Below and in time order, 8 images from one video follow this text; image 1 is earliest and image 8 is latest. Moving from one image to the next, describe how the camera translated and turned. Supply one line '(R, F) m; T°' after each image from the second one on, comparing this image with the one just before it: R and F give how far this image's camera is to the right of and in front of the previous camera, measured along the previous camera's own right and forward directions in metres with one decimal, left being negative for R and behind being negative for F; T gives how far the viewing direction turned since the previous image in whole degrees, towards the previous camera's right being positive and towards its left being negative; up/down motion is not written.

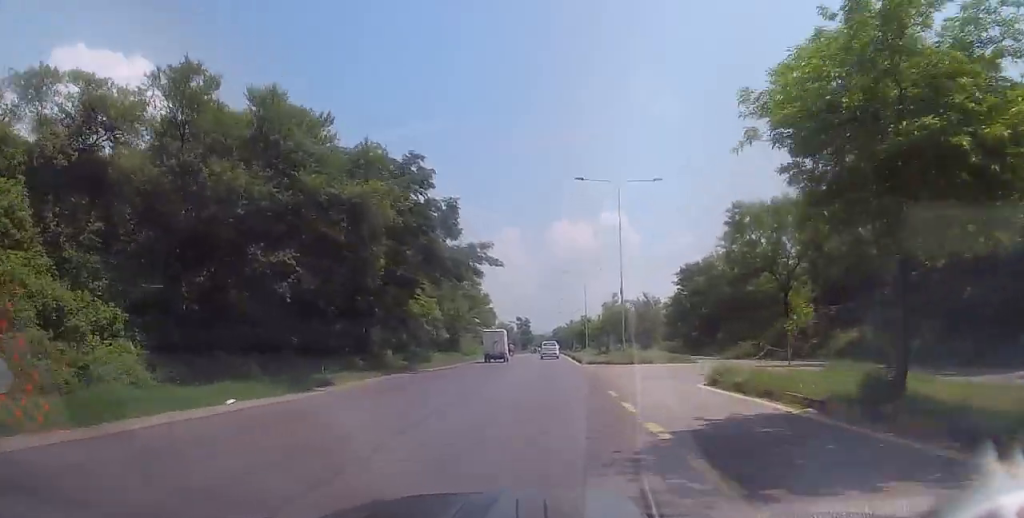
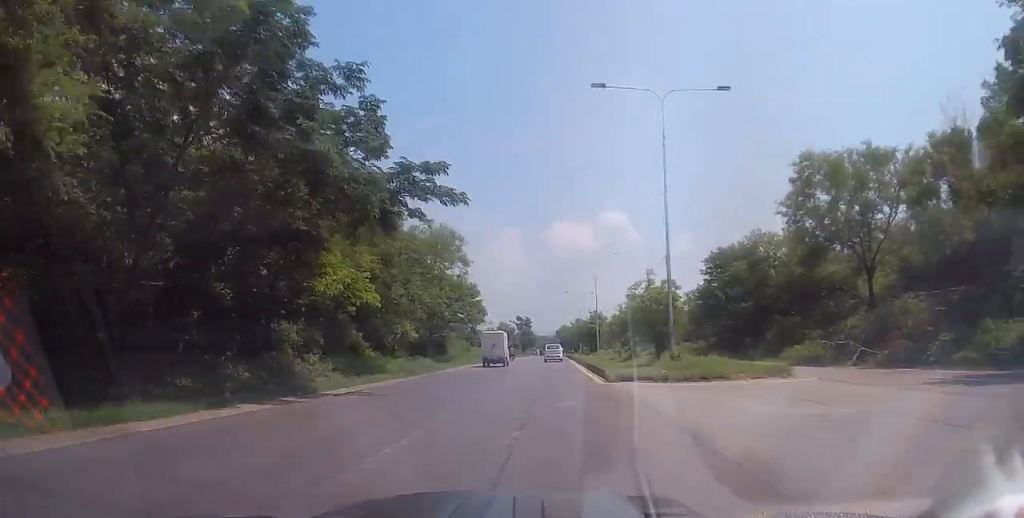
(0.0, +14.0) m; -1°
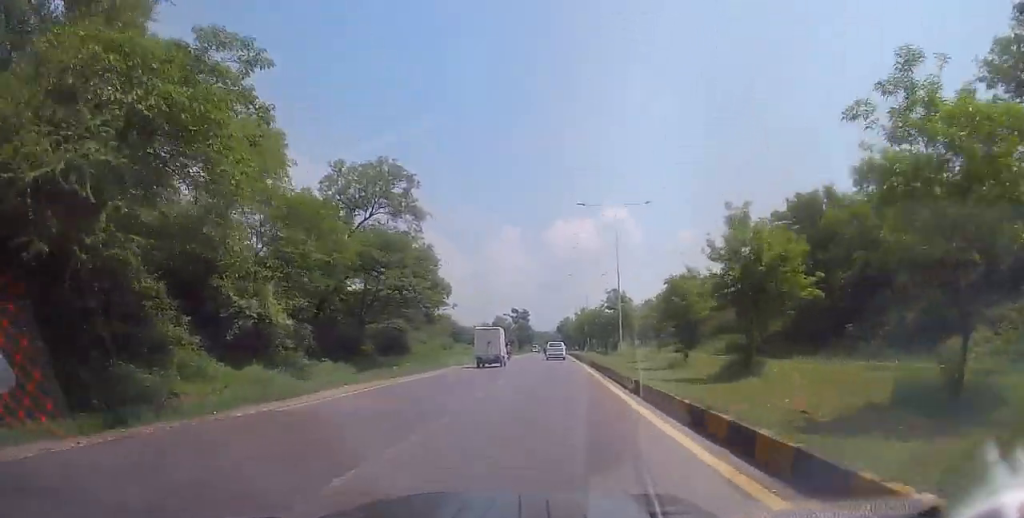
(-0.5, +20.8) m; 0°
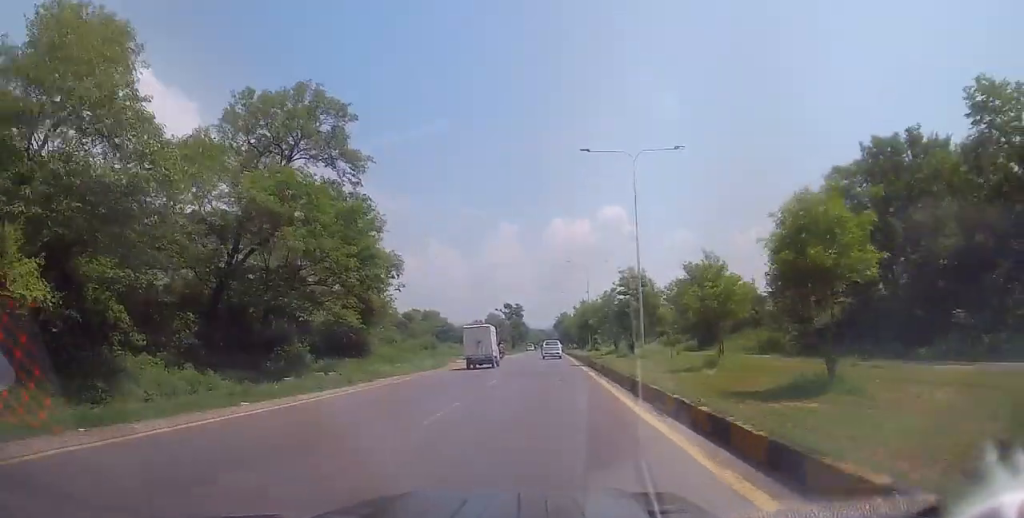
(+0.3, +11.6) m; 0°
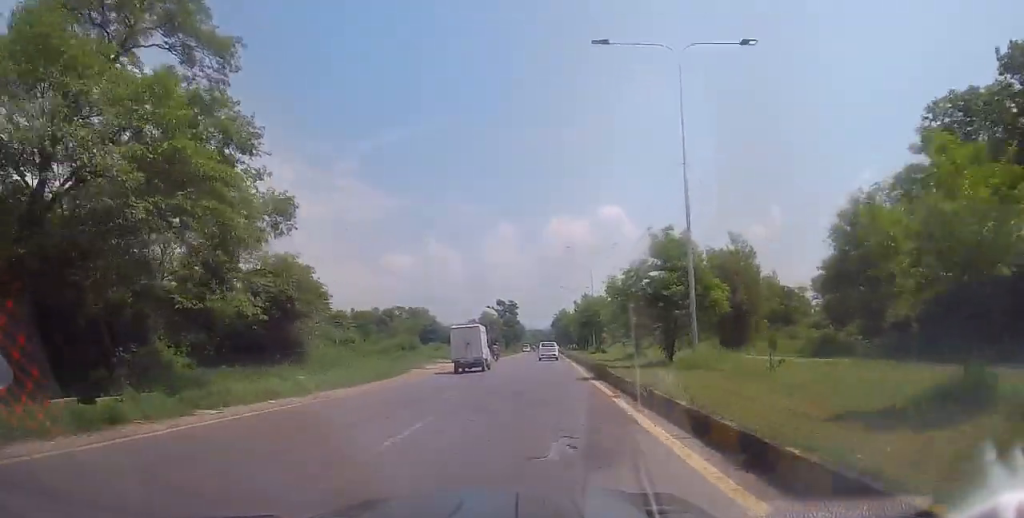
(0.0, +11.7) m; 0°
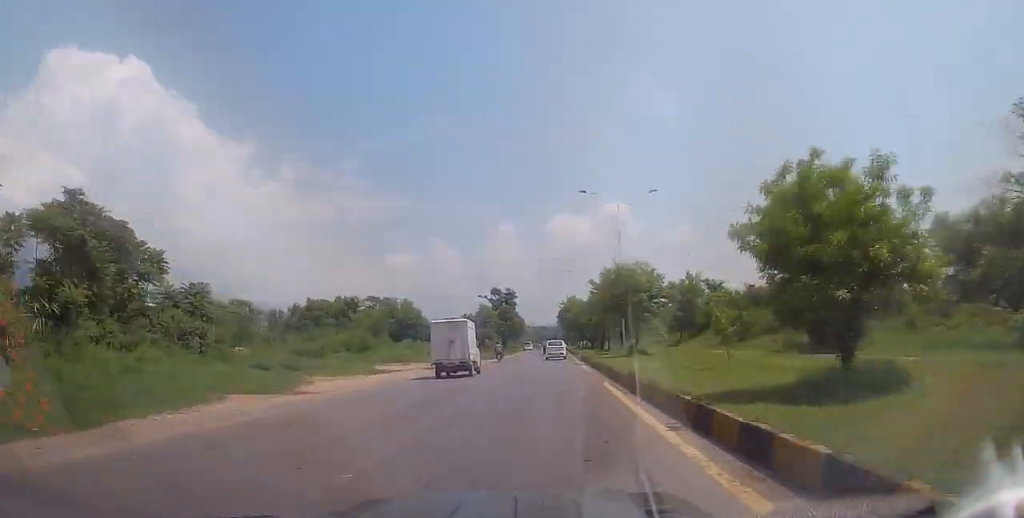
(0.0, +21.9) m; +1°
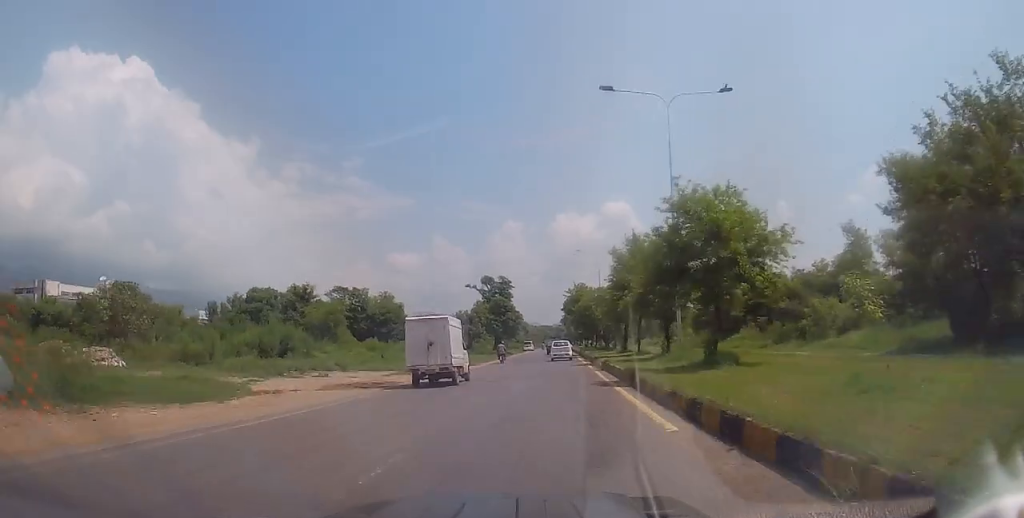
(0.0, +16.8) m; 0°
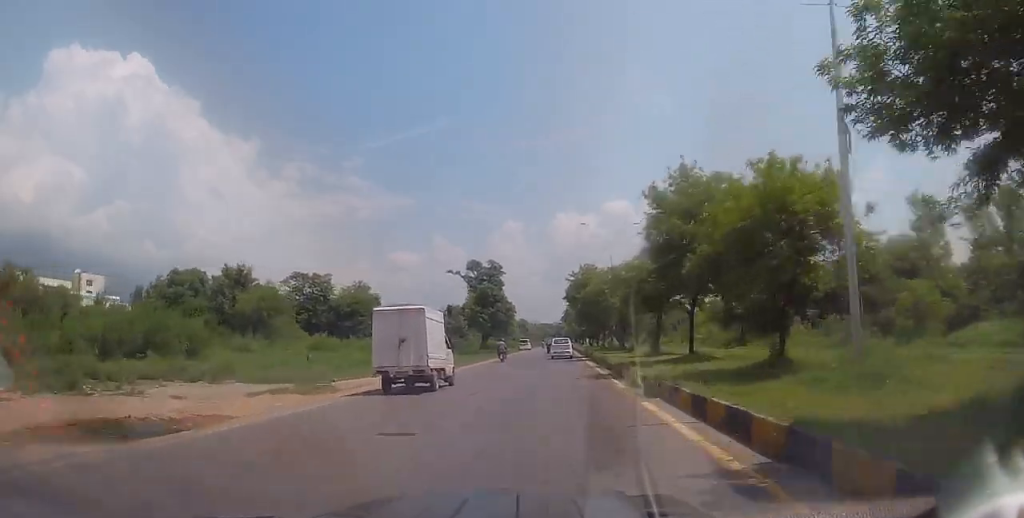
(-0.1, +14.0) m; -1°
